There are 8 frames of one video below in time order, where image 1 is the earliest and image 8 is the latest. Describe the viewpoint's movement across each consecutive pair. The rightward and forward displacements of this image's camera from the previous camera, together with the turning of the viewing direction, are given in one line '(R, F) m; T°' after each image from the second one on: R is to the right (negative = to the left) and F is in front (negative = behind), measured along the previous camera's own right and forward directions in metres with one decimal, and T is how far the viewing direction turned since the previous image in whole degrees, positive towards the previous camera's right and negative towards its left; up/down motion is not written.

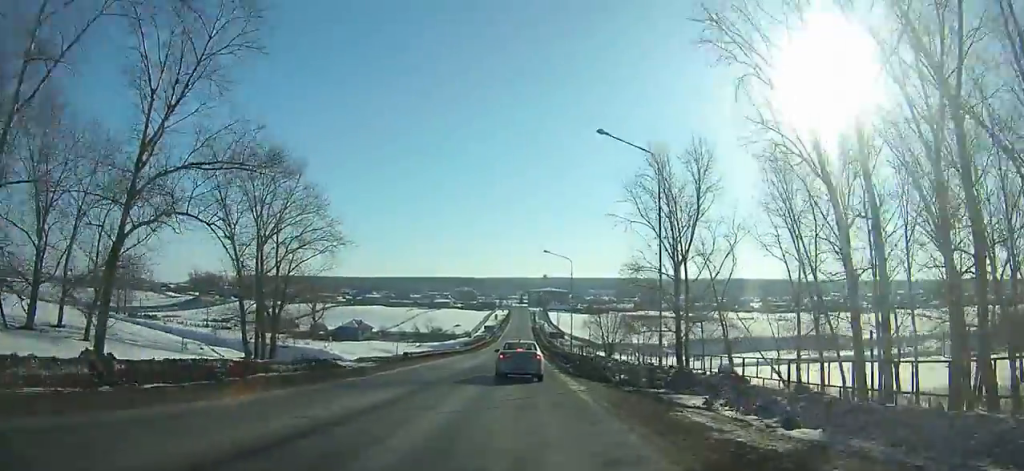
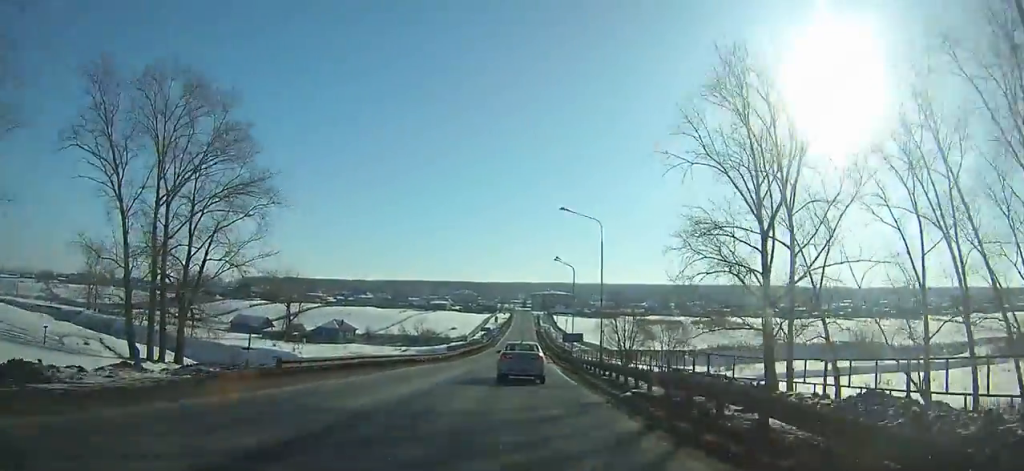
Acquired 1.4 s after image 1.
(-0.1, +20.0) m; 0°
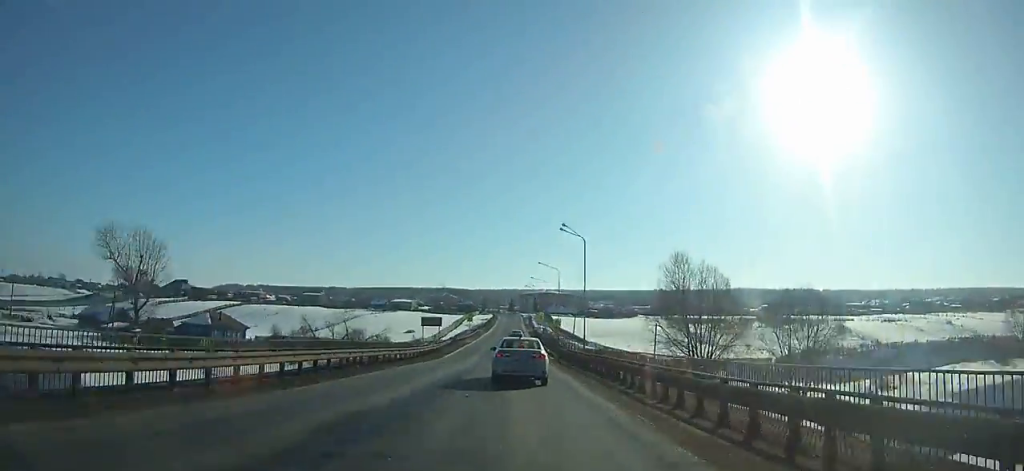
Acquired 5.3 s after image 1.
(+0.3, +56.8) m; +1°
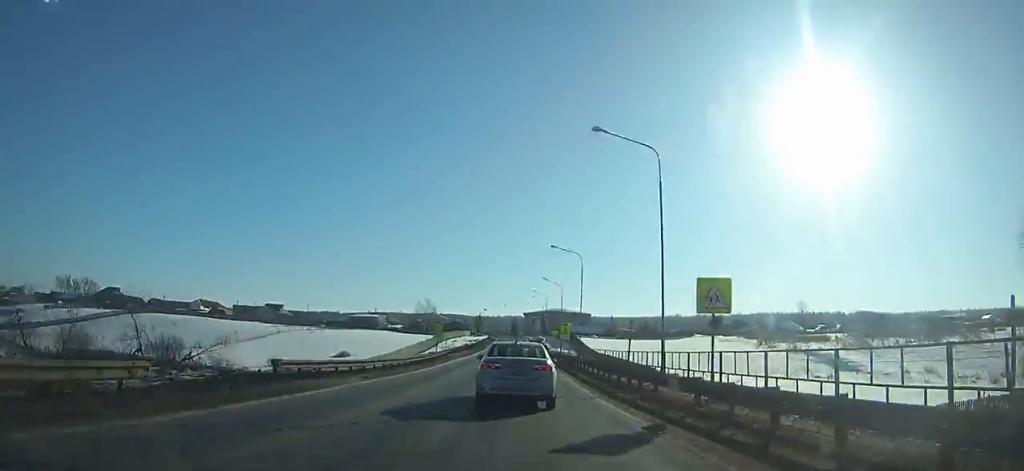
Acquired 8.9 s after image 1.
(+0.3, +51.4) m; 0°
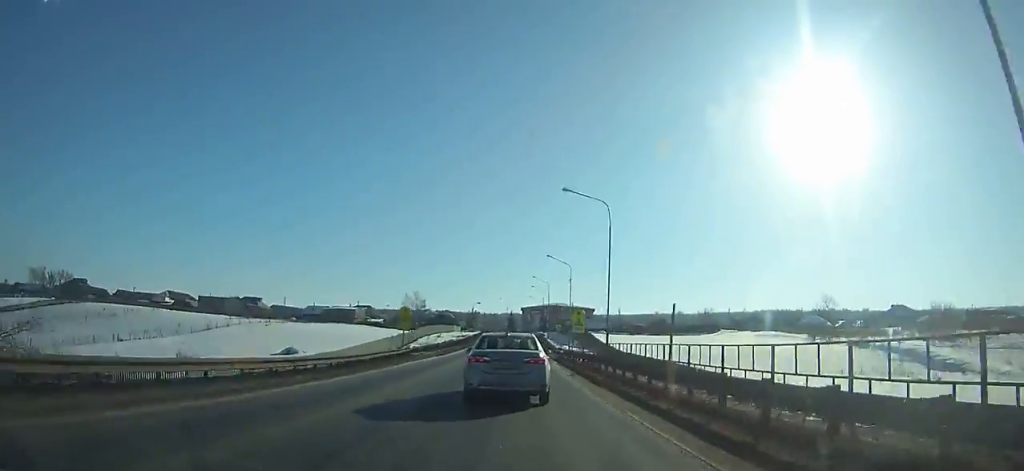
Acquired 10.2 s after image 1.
(0.0, +18.0) m; 0°
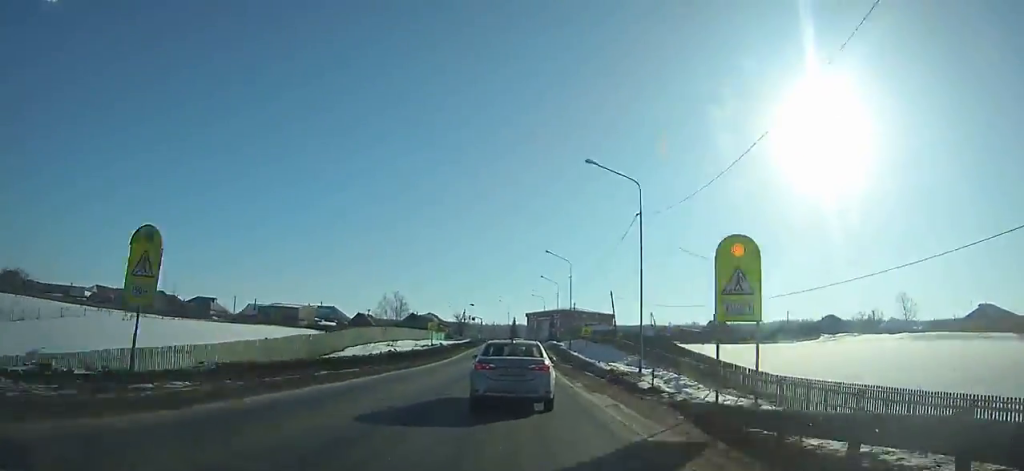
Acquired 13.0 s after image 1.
(0.0, +36.8) m; -1°
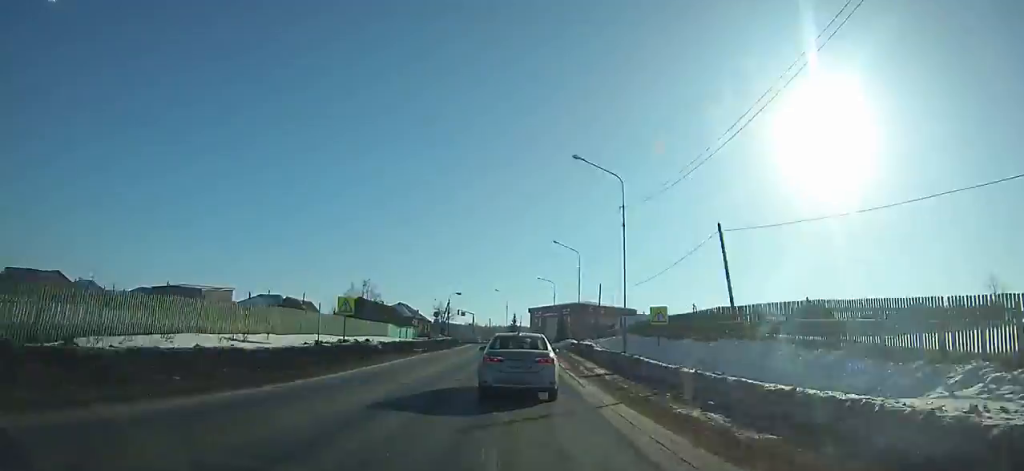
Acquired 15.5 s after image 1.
(-0.4, +30.6) m; -1°
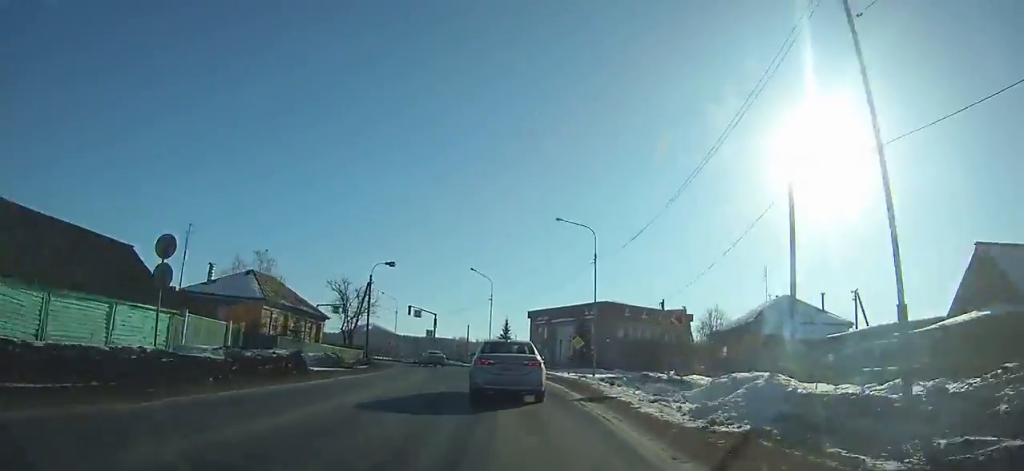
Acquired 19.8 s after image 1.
(-1.0, +48.8) m; -5°
